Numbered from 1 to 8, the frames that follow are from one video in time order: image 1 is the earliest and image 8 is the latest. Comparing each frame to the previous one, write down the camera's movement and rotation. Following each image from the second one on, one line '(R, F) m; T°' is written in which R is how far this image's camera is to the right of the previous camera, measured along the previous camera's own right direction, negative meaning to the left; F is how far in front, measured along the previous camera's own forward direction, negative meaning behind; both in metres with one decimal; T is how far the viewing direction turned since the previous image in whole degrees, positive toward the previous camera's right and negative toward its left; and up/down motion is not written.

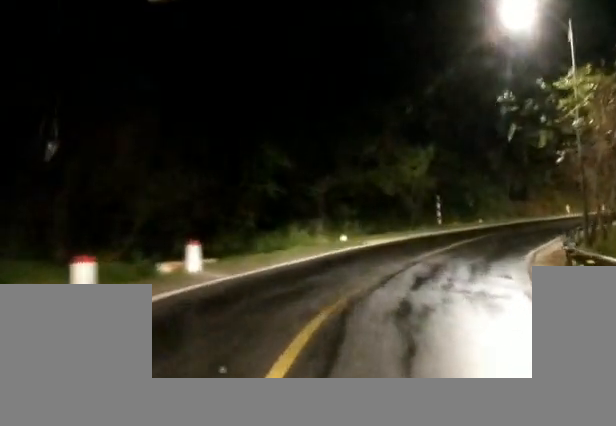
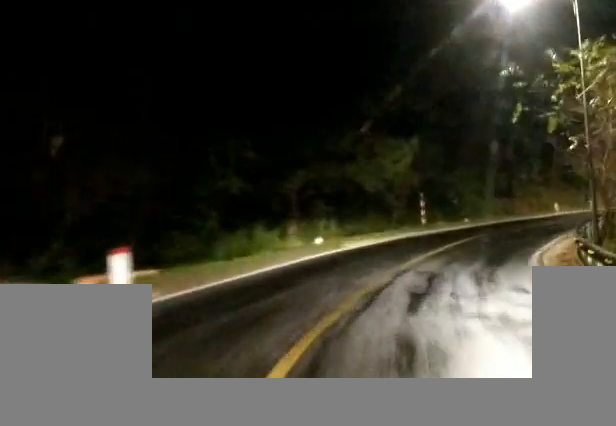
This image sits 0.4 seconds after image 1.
(+1.5, +4.2) m; +10°
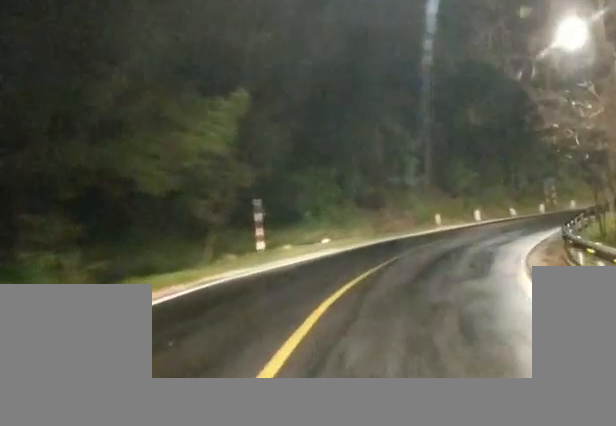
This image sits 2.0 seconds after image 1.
(+3.6, +17.1) m; +13°
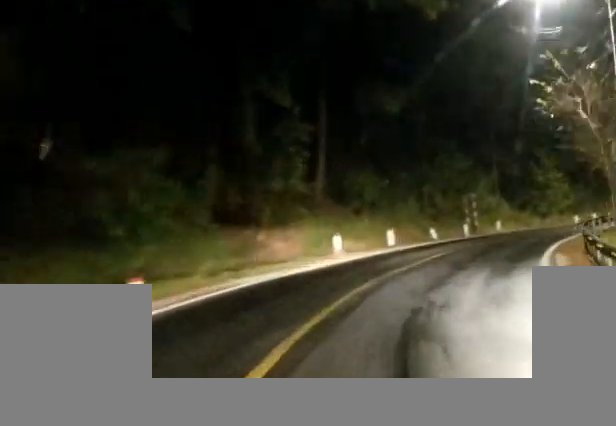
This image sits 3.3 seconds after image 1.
(0.0, +14.5) m; 0°
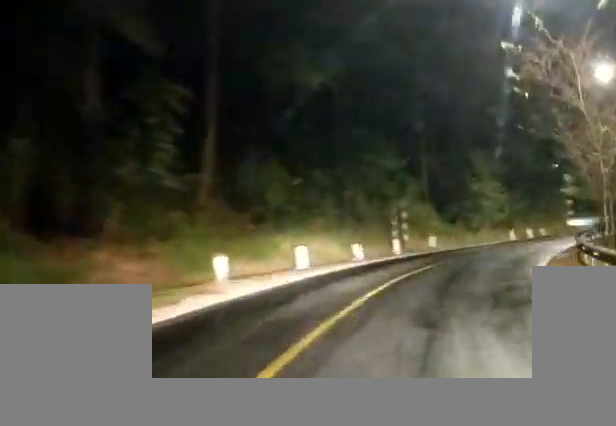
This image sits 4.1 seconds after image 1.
(0.0, +8.6) m; 0°
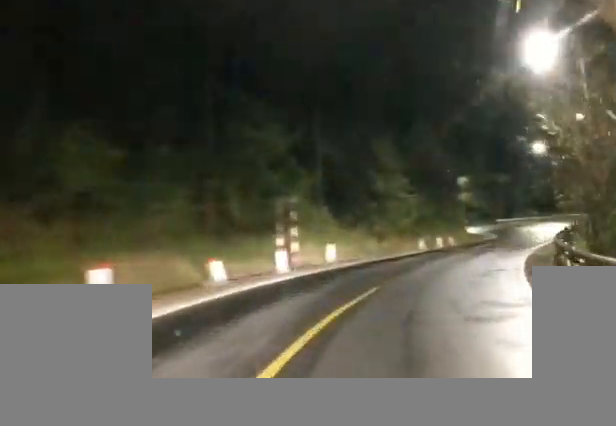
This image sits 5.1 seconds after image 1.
(0.0, +10.6) m; 0°
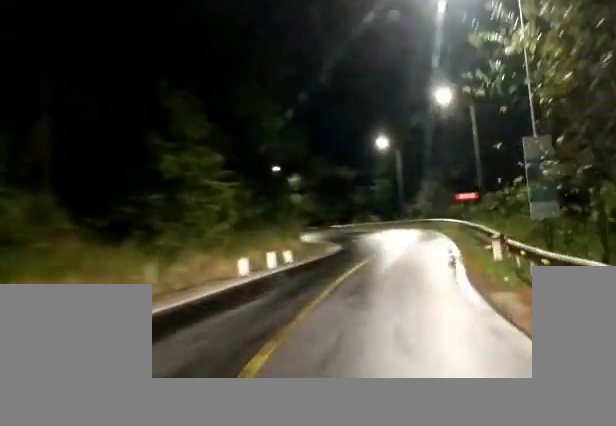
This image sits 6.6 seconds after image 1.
(0.0, +15.7) m; 0°
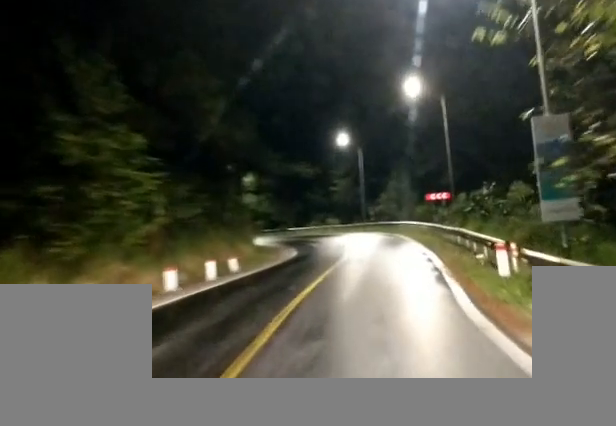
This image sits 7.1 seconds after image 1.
(0.0, +4.9) m; 0°
